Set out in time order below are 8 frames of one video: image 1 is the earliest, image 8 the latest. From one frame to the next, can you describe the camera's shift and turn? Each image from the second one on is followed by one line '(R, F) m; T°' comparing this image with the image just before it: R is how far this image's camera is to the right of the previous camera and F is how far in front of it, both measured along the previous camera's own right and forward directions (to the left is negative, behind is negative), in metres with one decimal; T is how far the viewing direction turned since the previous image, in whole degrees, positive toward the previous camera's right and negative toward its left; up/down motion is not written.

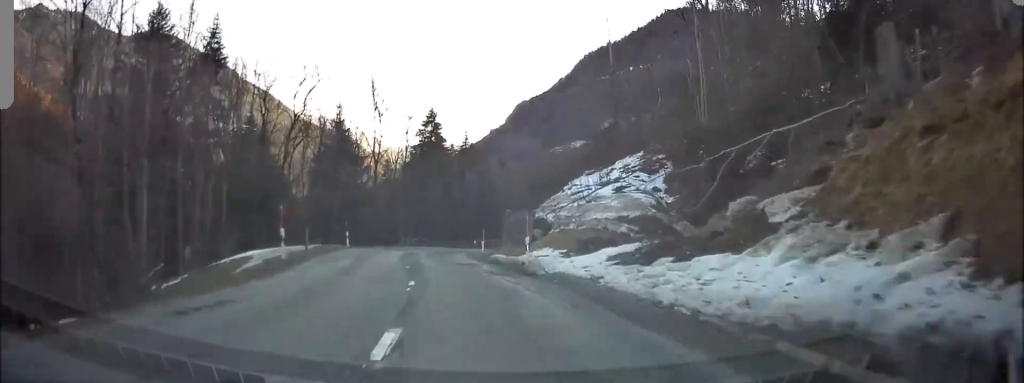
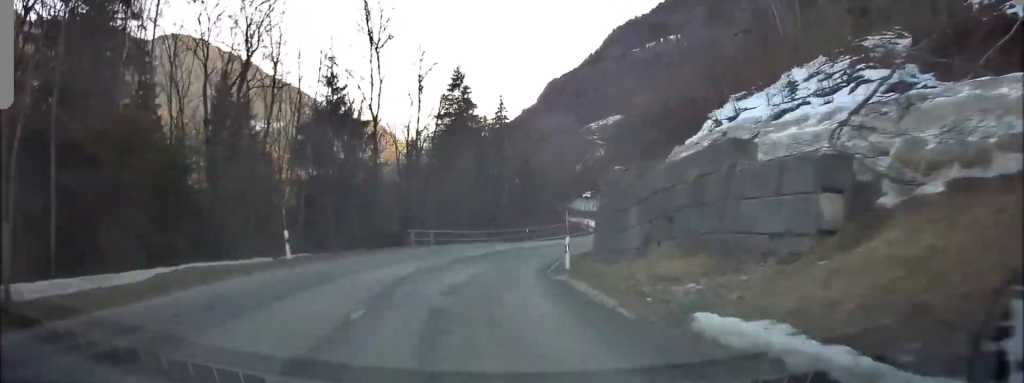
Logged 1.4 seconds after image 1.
(-0.2, +20.6) m; -1°
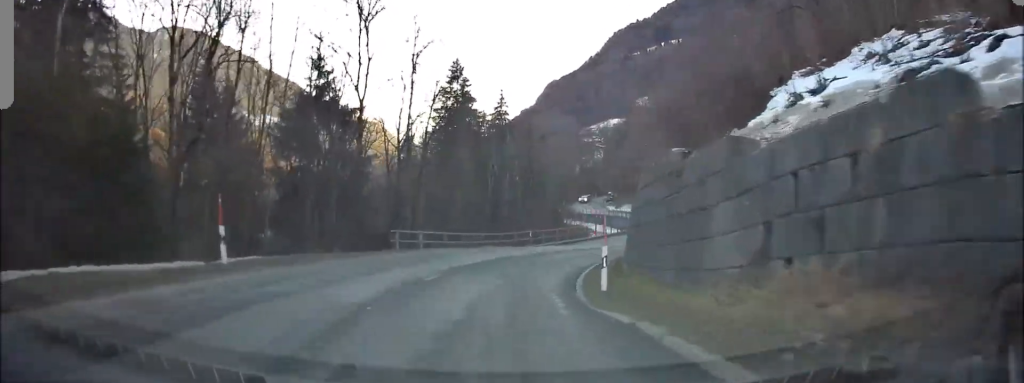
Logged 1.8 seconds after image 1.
(+0.1, +5.6) m; -1°
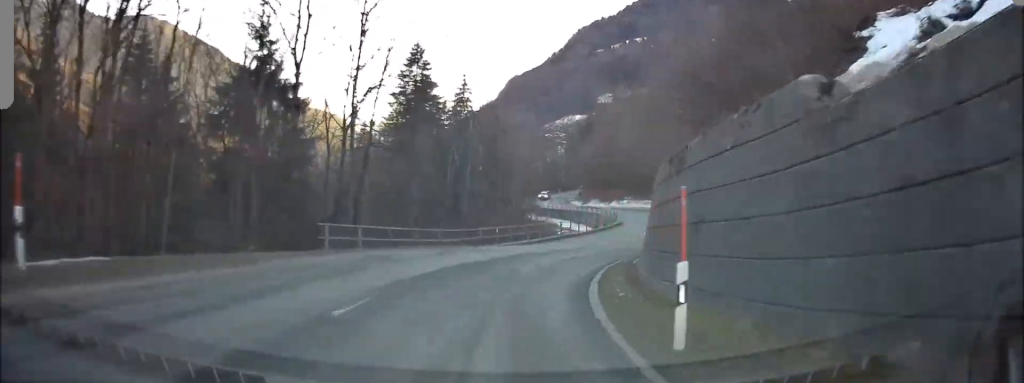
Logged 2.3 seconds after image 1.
(-0.2, +6.4) m; +1°
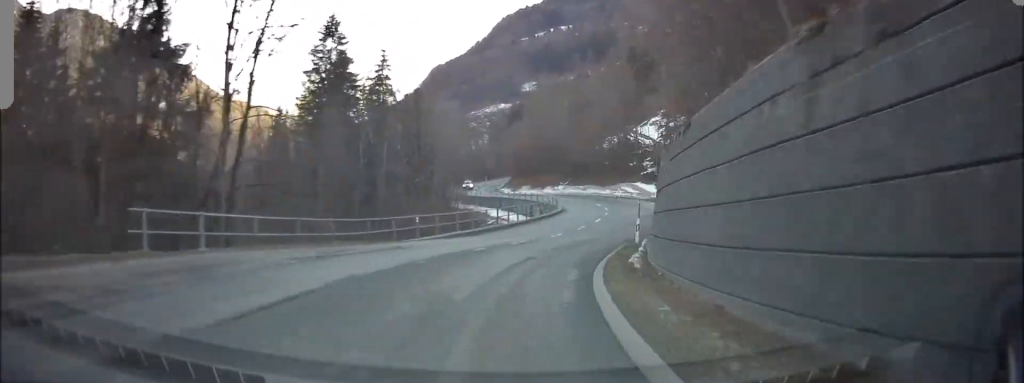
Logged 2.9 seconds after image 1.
(-0.2, +8.2) m; +2°
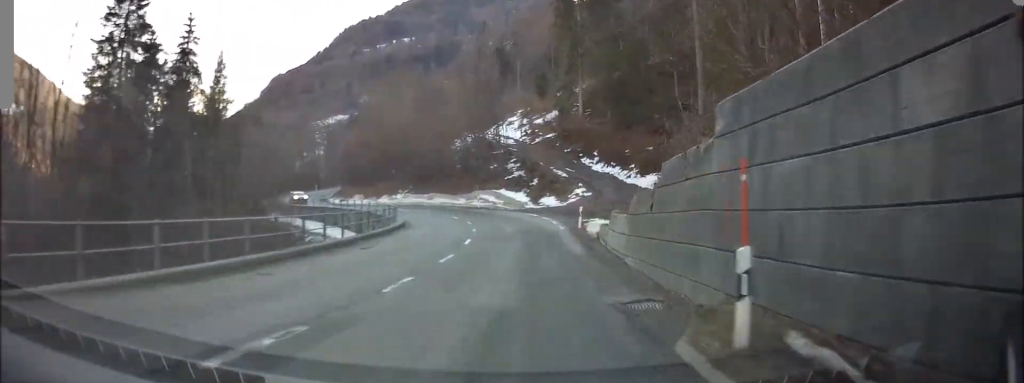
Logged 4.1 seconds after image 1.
(+1.6, +16.1) m; +13°
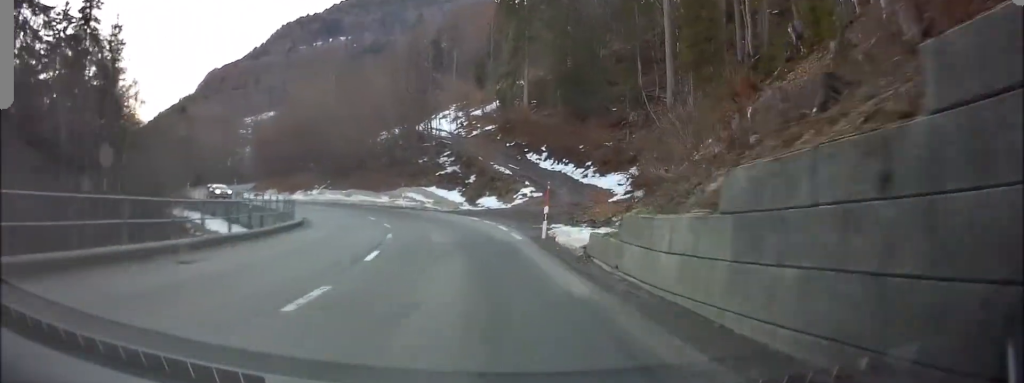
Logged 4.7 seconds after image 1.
(+0.2, +8.1) m; +9°
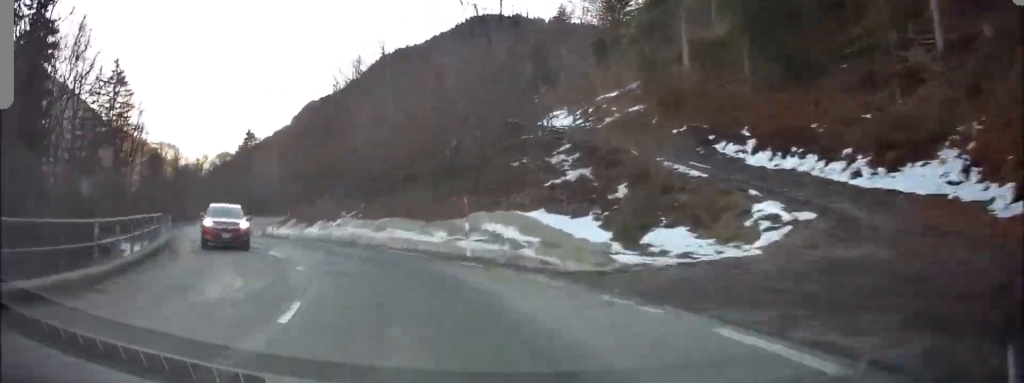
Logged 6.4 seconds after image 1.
(+3.9, +23.4) m; +7°
